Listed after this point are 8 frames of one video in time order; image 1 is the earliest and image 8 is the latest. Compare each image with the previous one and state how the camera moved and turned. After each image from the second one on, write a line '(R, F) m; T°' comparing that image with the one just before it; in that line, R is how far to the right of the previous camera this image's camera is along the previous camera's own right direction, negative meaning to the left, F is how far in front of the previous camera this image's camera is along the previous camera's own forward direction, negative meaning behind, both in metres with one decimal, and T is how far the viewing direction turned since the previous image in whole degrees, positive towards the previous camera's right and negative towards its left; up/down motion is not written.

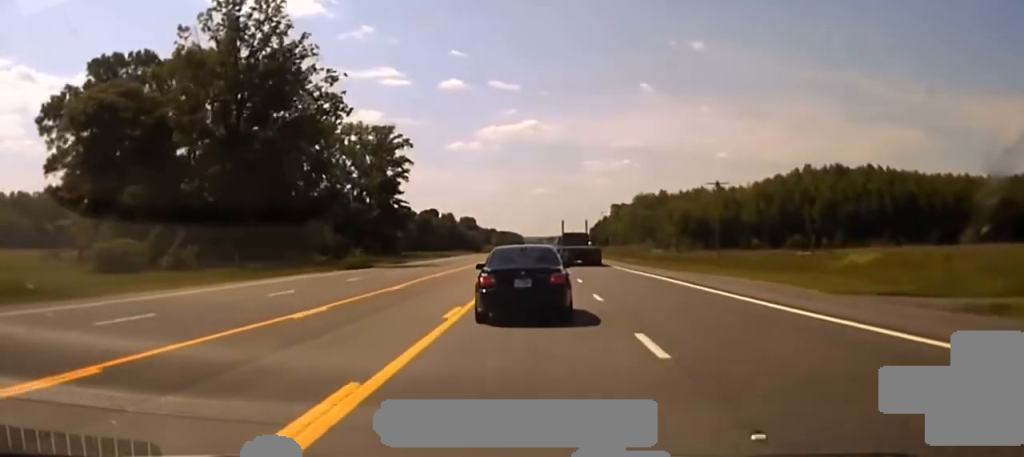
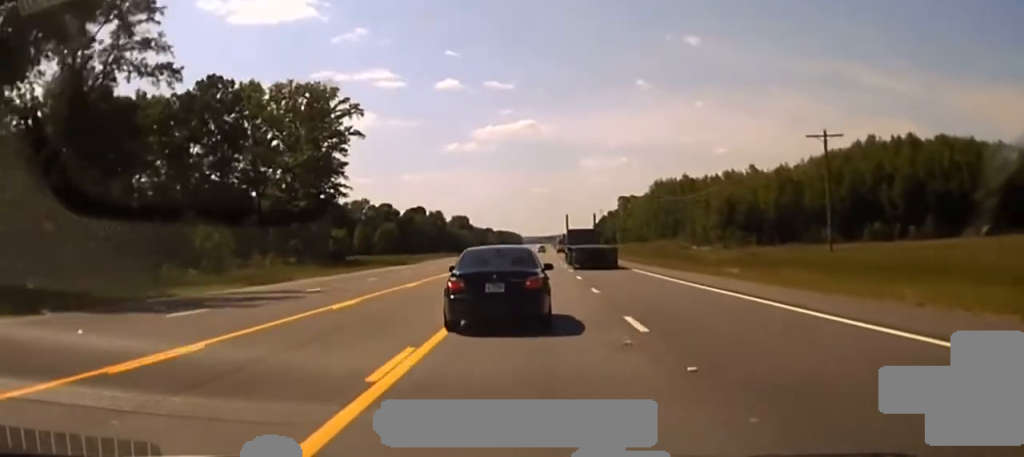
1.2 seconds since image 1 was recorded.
(+0.2, +42.6) m; 0°
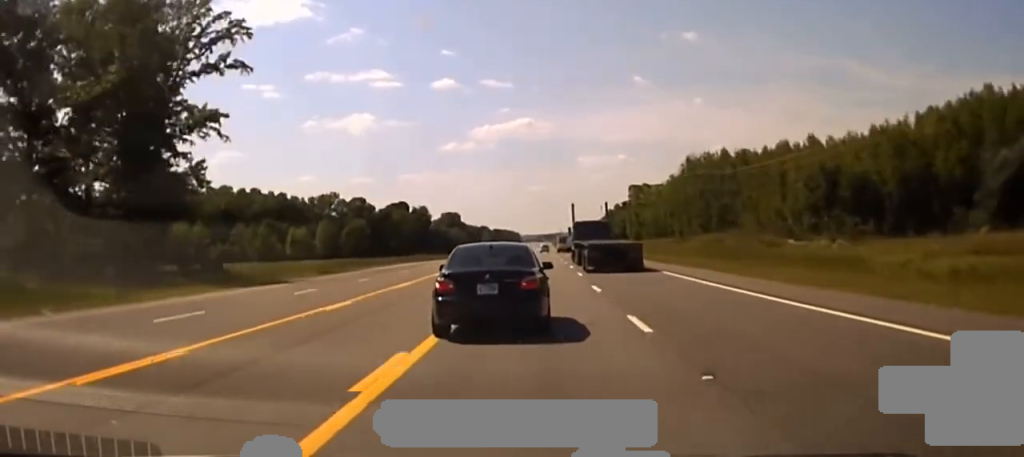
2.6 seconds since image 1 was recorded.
(0.0, +43.7) m; 0°
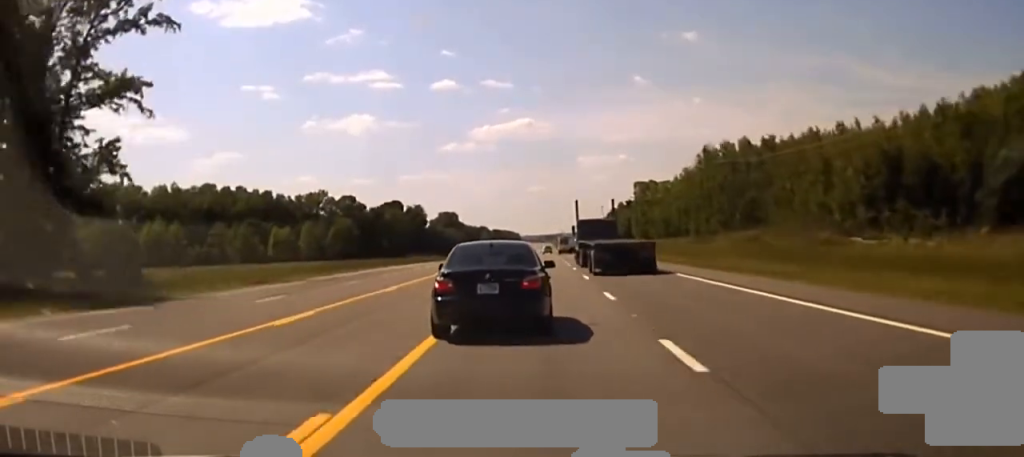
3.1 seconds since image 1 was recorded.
(0.0, +14.8) m; 0°
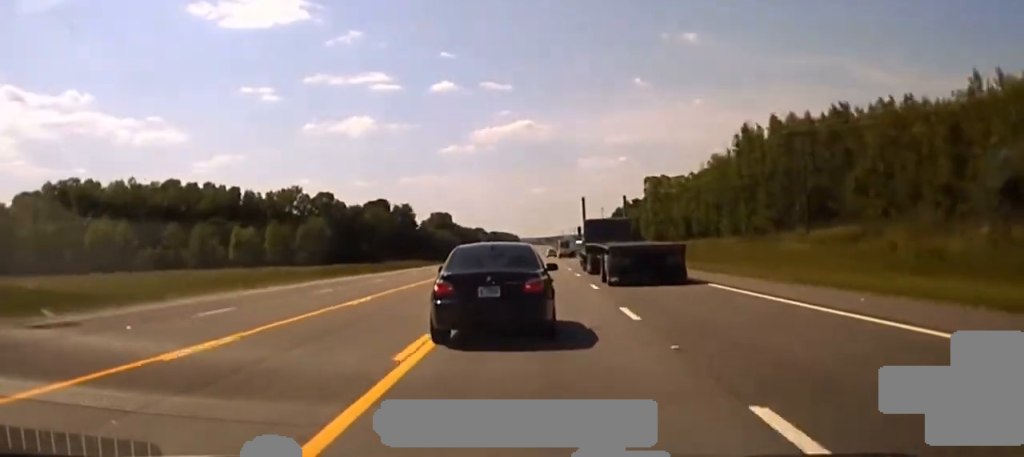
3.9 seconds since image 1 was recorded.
(0.0, +29.6) m; 0°
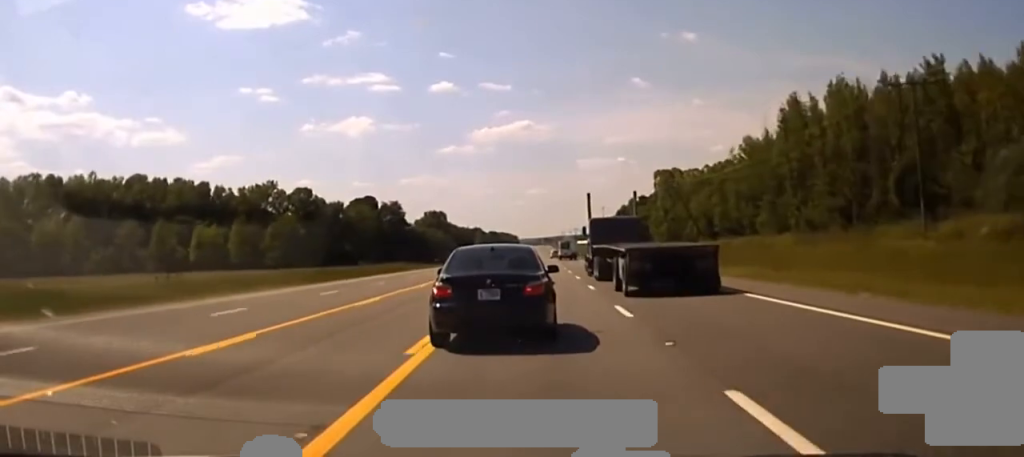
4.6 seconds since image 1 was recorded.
(0.0, +26.0) m; 0°
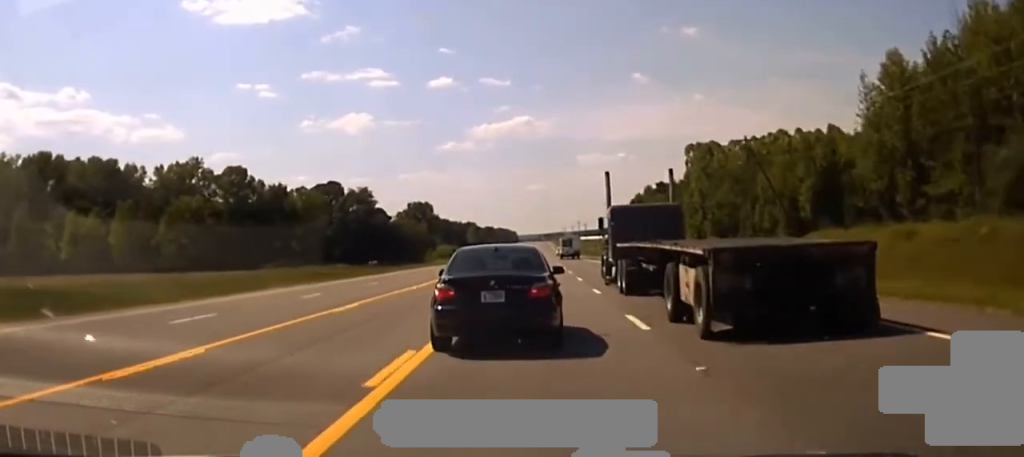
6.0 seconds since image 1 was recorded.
(0.0, +56.5) m; 0°
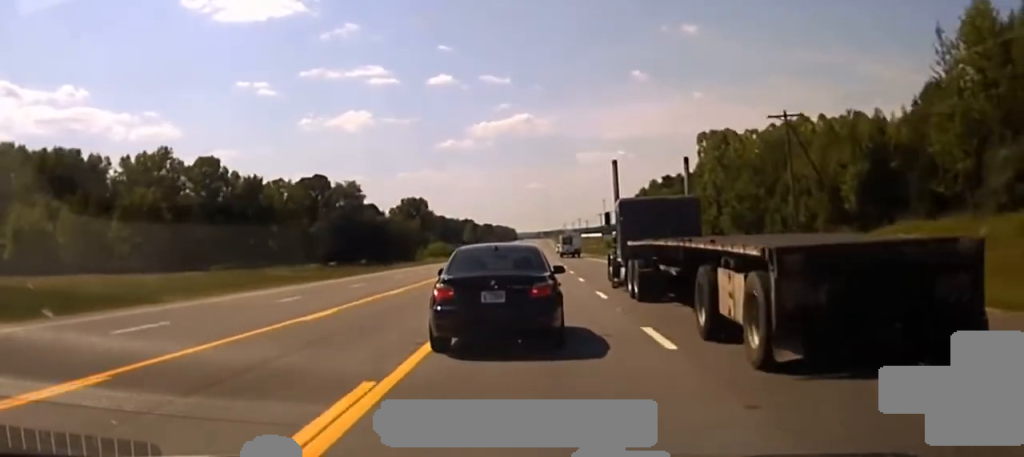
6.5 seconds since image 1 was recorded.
(0.0, +15.5) m; 0°
